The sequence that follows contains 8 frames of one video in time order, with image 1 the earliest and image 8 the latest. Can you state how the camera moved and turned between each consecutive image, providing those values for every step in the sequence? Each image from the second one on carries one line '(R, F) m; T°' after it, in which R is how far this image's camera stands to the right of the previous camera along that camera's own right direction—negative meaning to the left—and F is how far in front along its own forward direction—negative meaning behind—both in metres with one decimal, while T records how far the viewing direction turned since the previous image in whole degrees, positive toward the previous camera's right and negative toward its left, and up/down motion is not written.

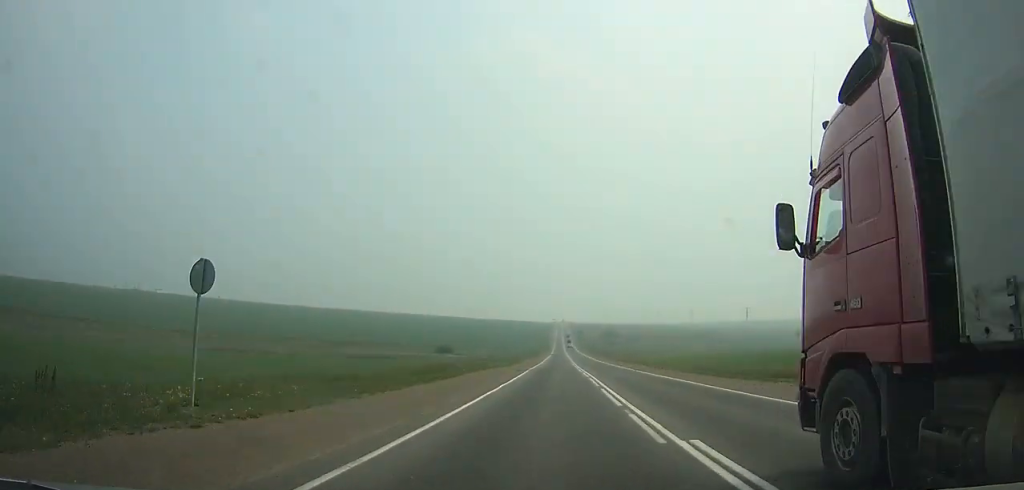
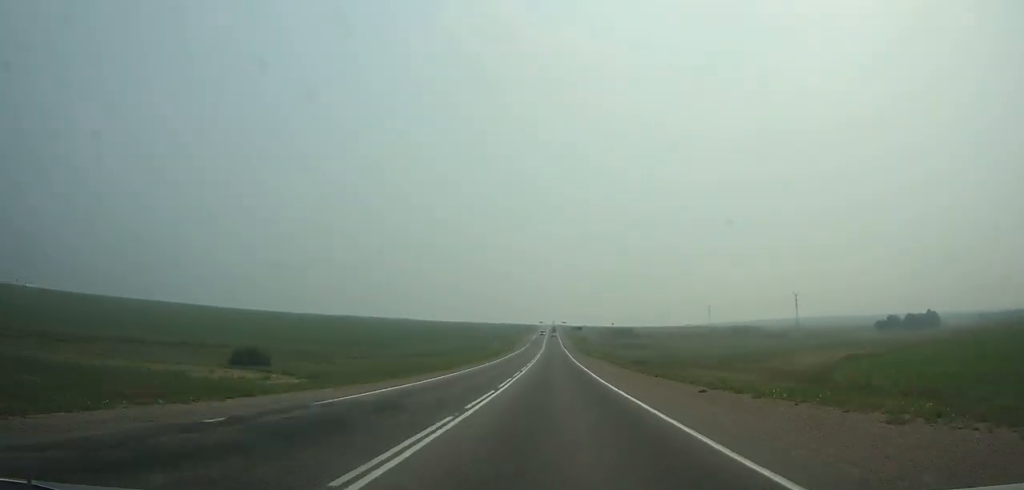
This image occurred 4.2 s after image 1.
(+1.5, +125.5) m; +1°
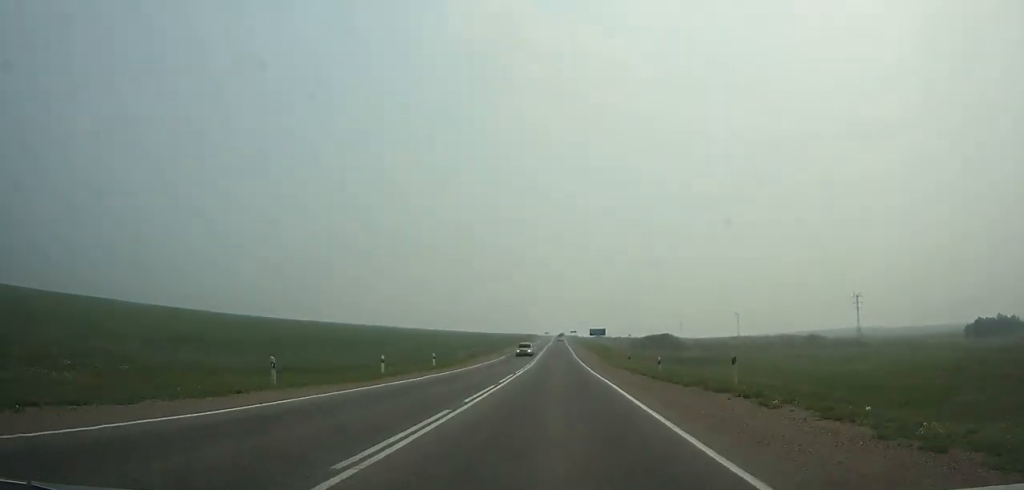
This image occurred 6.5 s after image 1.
(+0.1, +68.7) m; 0°
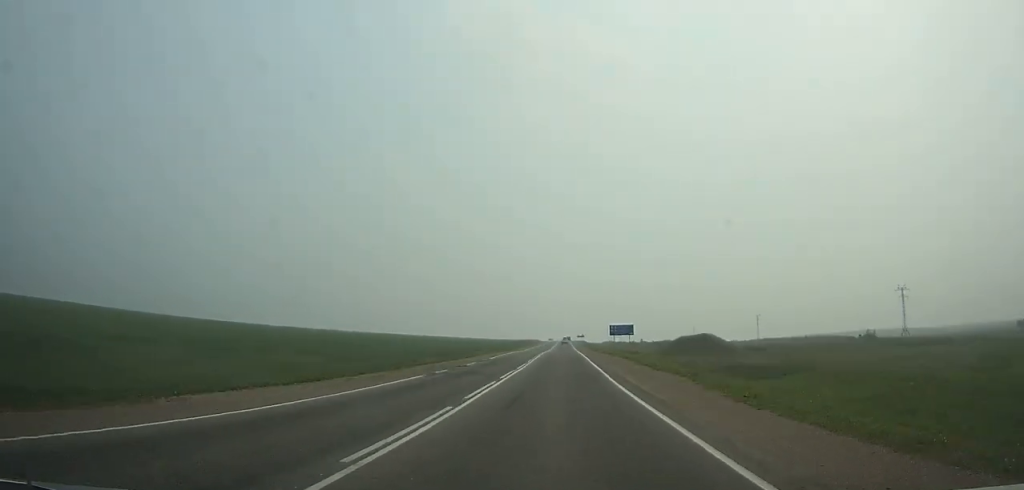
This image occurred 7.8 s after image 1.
(-0.4, +37.4) m; 0°
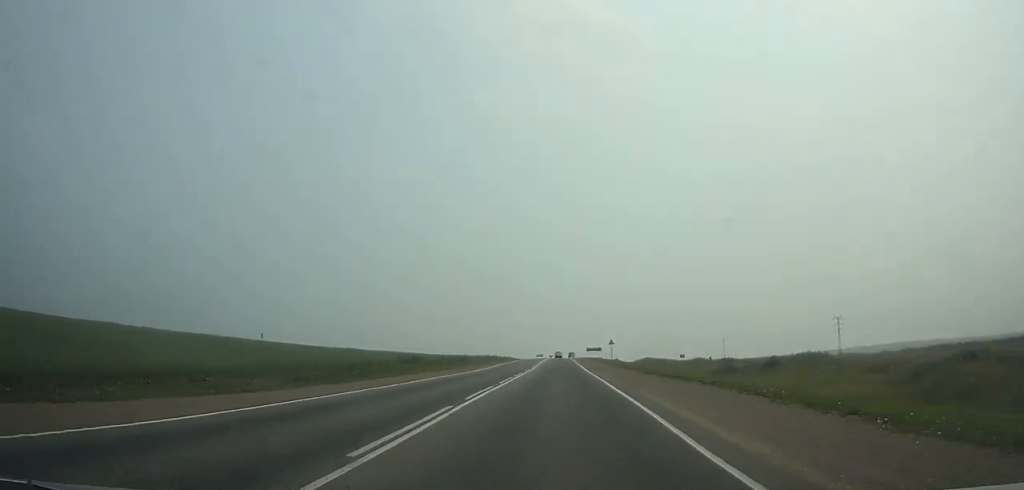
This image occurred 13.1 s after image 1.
(-0.8, +149.5) m; 0°
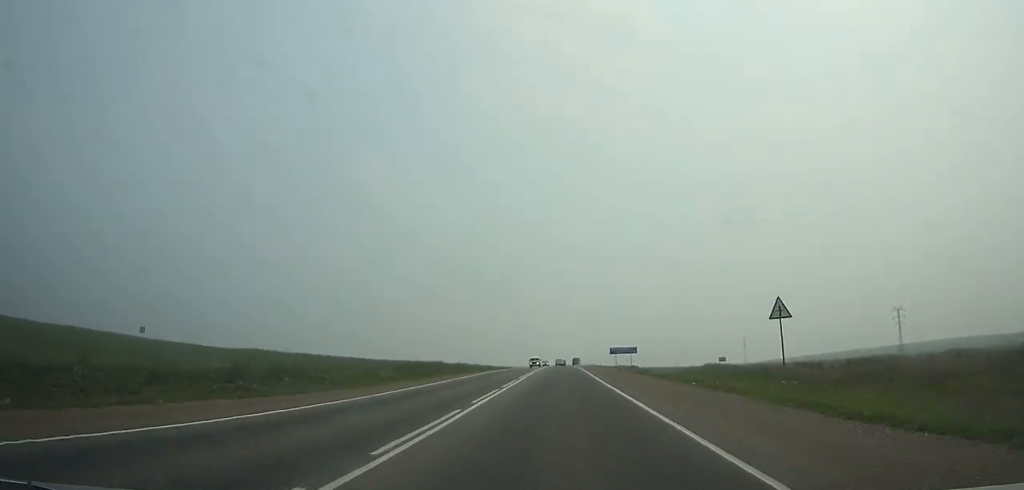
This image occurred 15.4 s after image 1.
(0.0, +65.8) m; 0°
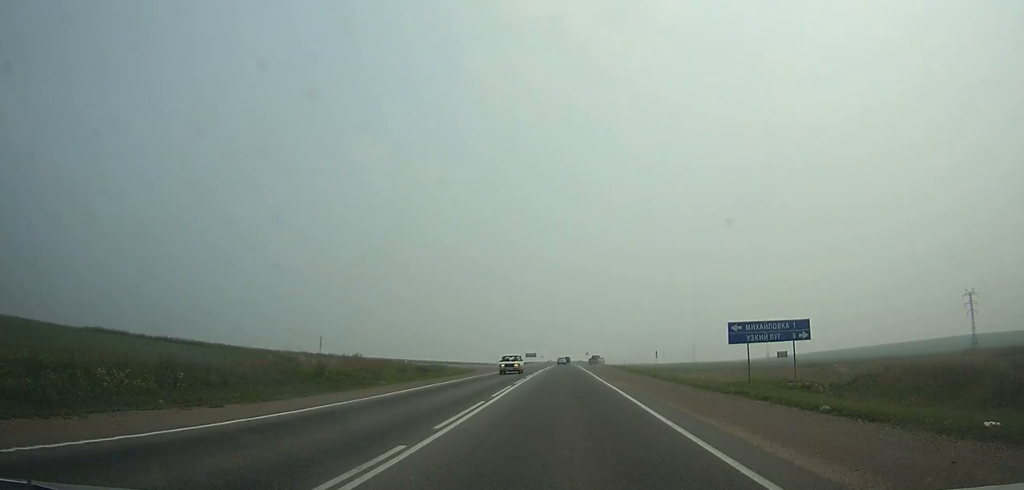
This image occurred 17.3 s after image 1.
(+0.1, +53.7) m; 0°
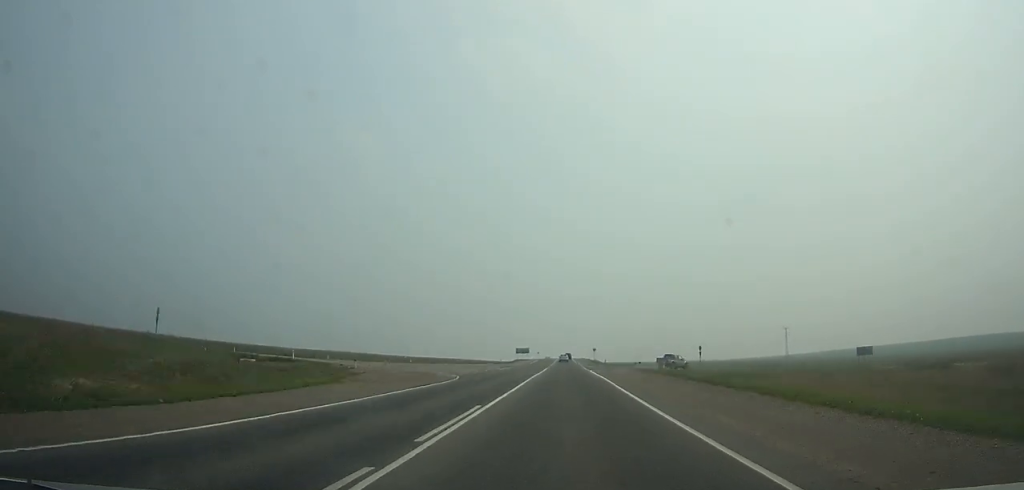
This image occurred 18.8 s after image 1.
(0.0, +42.2) m; 0°
